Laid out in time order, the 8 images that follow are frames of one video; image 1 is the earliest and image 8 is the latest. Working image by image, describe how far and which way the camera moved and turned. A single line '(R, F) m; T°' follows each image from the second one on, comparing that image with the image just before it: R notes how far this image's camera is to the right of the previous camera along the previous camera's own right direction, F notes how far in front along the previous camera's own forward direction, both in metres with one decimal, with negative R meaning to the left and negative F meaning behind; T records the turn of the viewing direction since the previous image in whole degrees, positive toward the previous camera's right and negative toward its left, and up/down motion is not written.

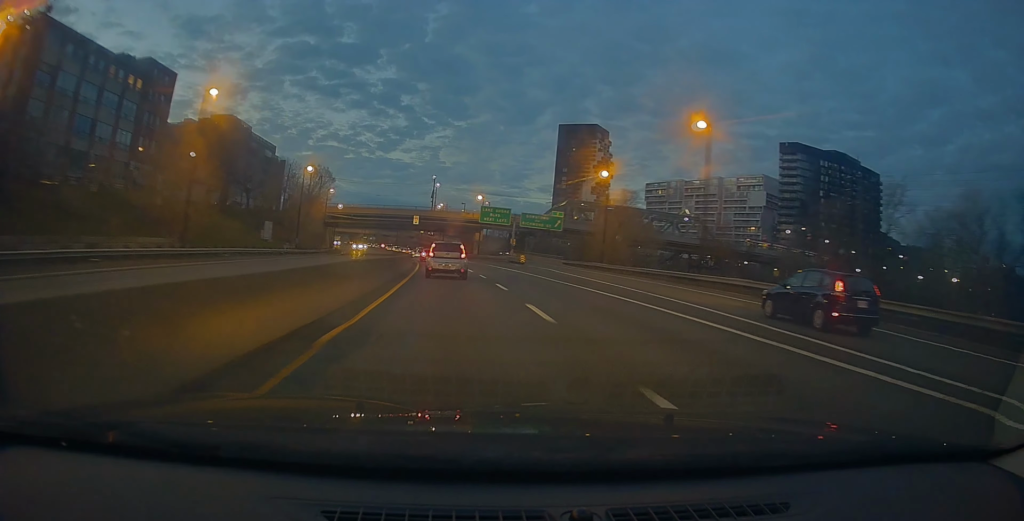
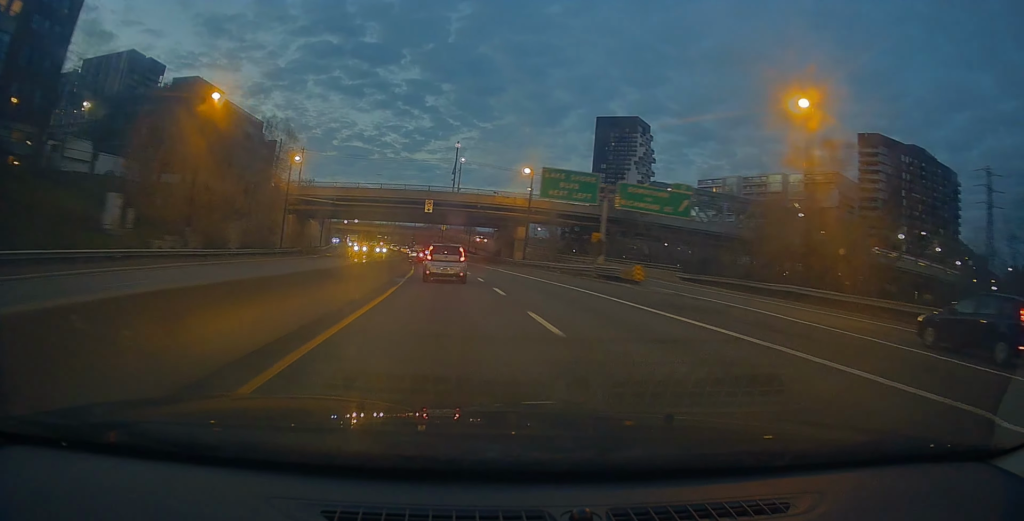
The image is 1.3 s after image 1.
(-1.3, +35.8) m; -3°
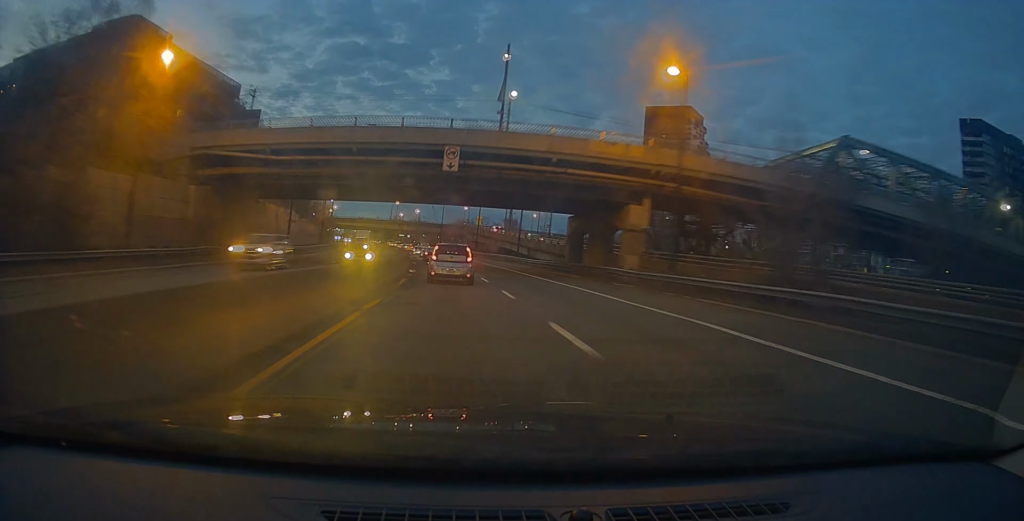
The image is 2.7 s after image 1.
(-0.7, +37.2) m; -2°
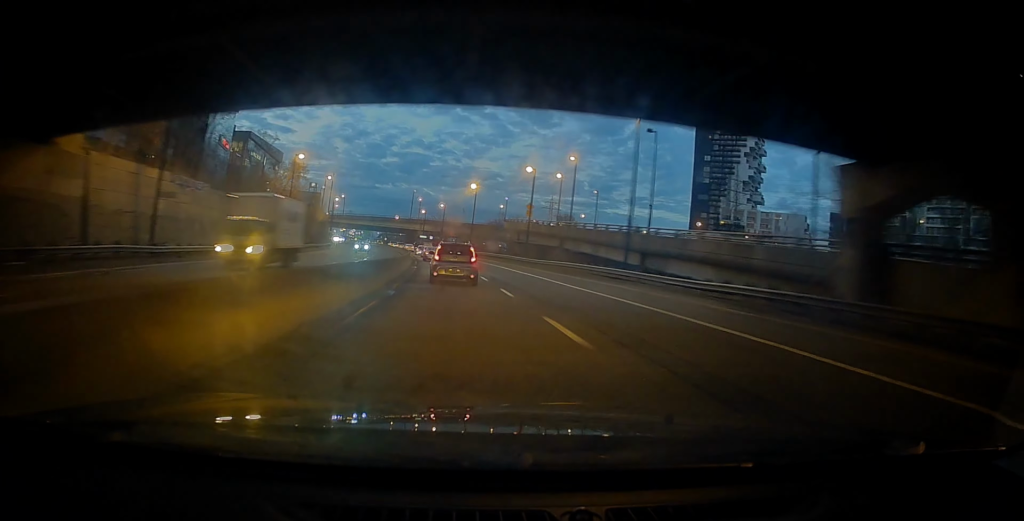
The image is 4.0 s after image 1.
(-0.9, +36.0) m; -3°
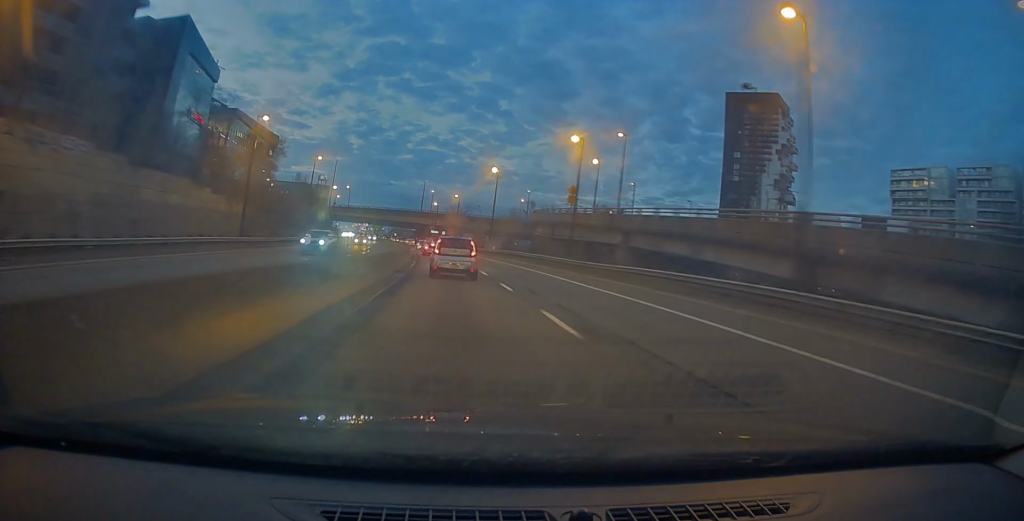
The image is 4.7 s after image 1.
(-0.3, +17.4) m; -1°
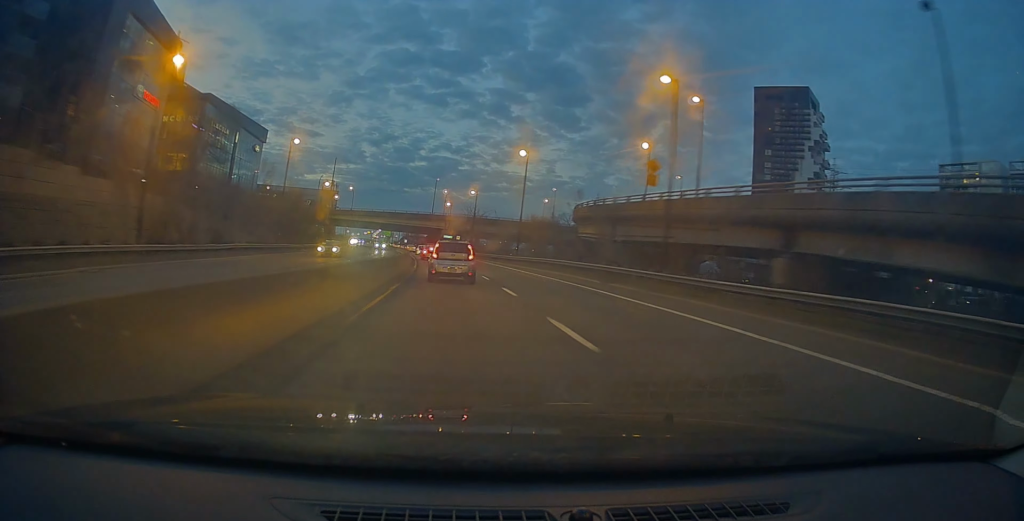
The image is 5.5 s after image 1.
(-0.2, +18.6) m; -2°
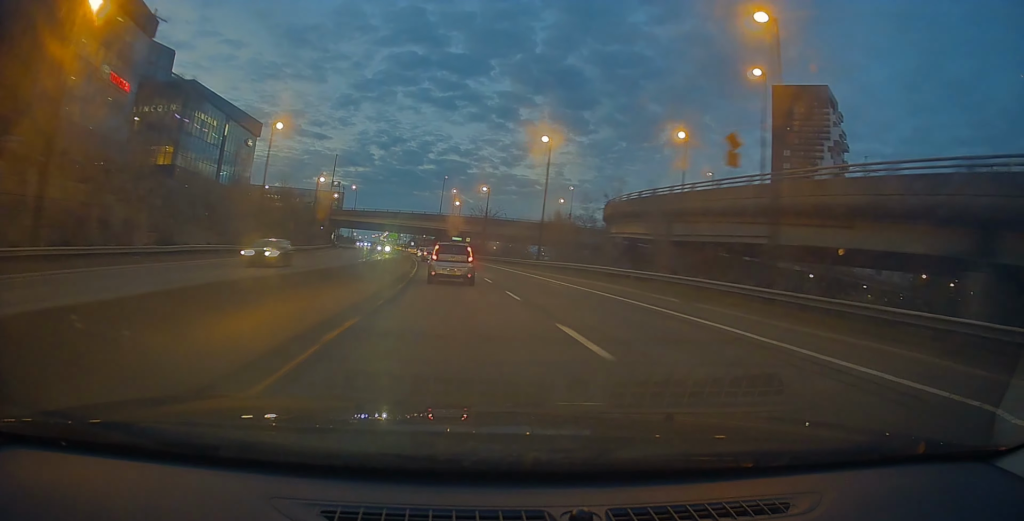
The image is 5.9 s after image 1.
(+0.2, +9.6) m; -2°
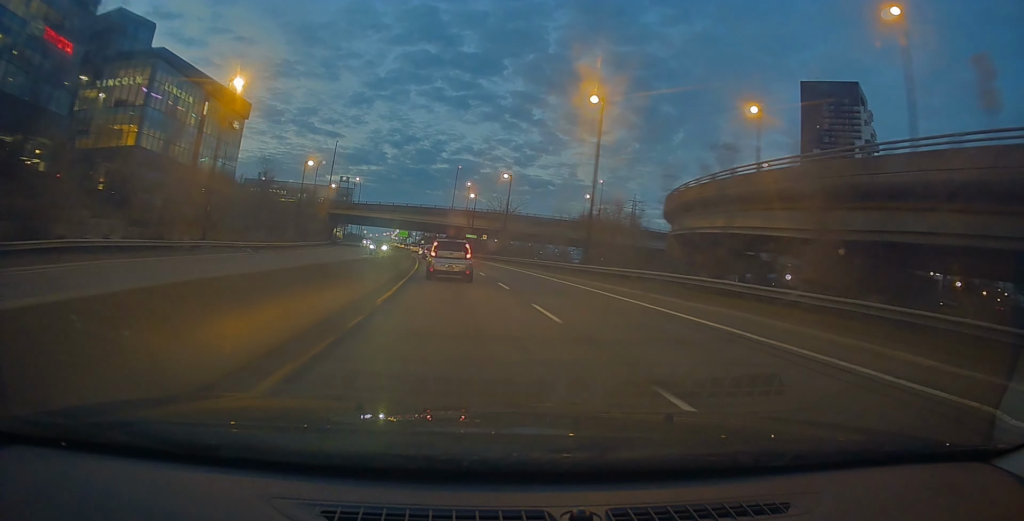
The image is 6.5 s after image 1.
(-0.6, +14.3) m; -2°
